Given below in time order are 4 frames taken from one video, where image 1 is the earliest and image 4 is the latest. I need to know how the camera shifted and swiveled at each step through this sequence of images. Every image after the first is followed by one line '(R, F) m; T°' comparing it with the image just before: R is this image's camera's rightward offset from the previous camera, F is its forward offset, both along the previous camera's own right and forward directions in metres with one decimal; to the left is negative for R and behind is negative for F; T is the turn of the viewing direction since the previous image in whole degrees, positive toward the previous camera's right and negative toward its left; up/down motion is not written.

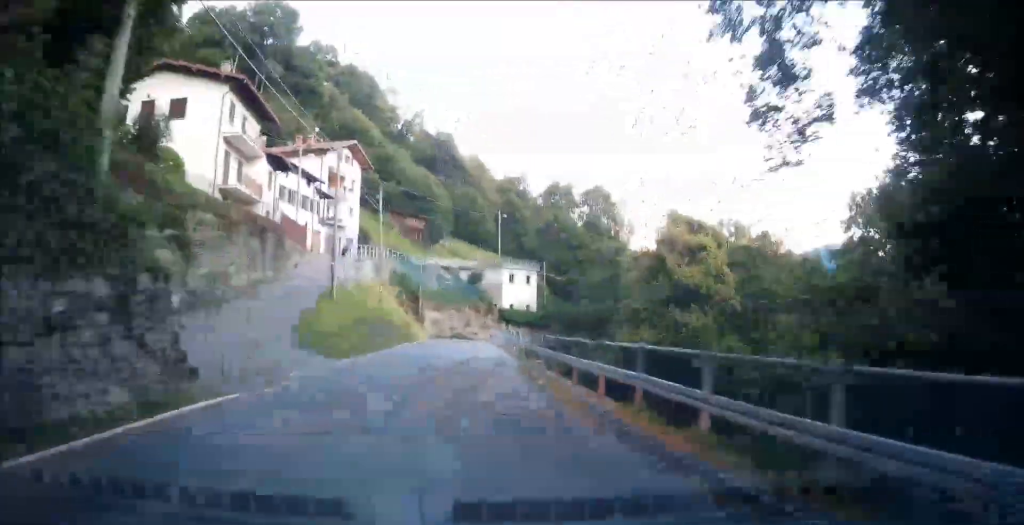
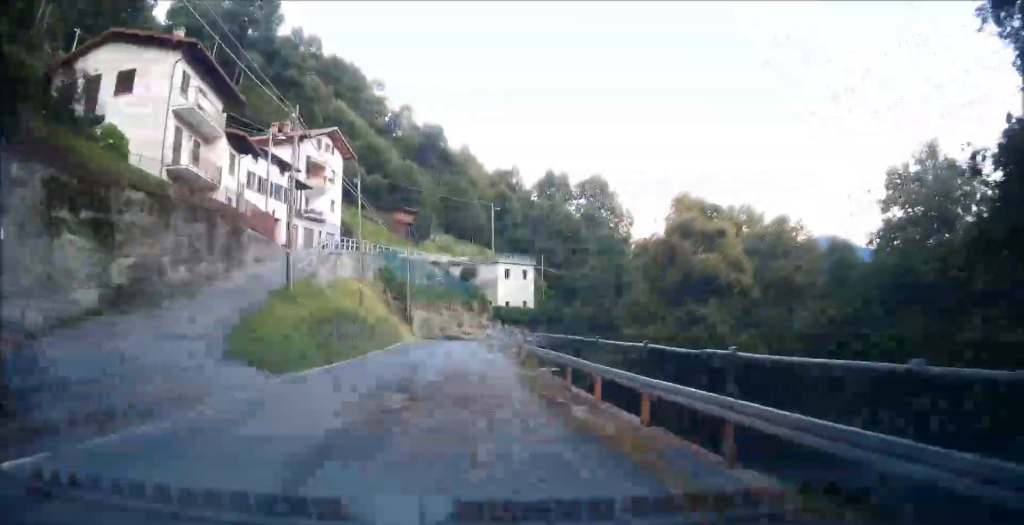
(+0.2, +6.3) m; 0°
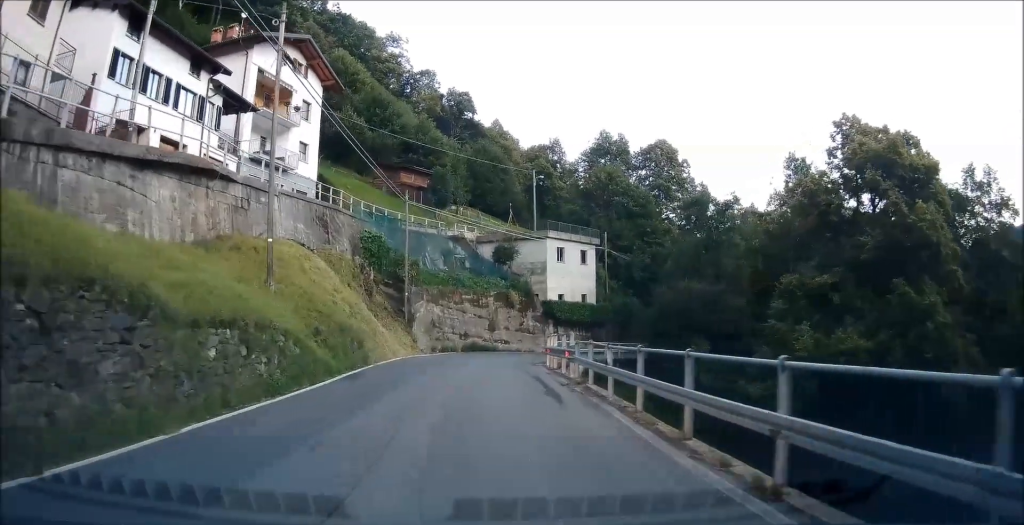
(-2.7, +24.4) m; -8°
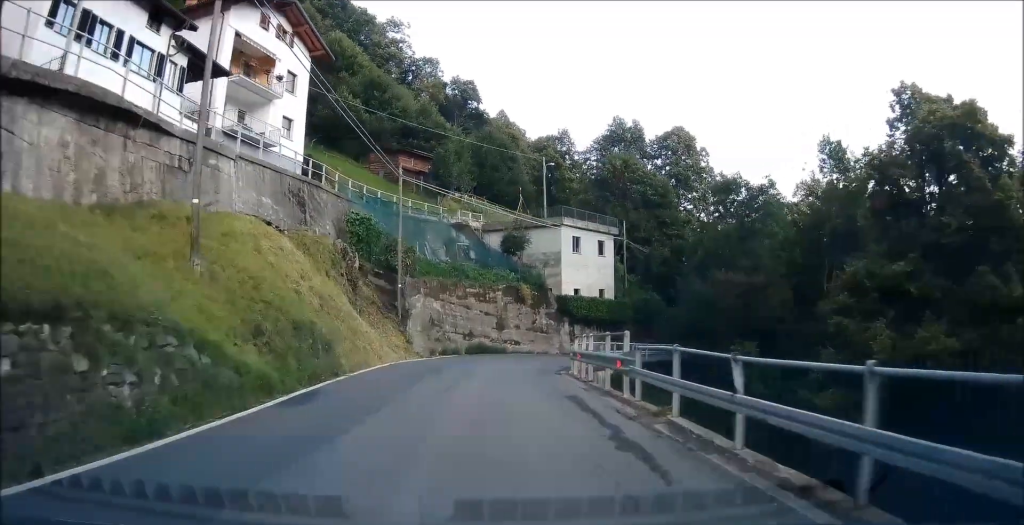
(+0.1, +5.7) m; -2°
